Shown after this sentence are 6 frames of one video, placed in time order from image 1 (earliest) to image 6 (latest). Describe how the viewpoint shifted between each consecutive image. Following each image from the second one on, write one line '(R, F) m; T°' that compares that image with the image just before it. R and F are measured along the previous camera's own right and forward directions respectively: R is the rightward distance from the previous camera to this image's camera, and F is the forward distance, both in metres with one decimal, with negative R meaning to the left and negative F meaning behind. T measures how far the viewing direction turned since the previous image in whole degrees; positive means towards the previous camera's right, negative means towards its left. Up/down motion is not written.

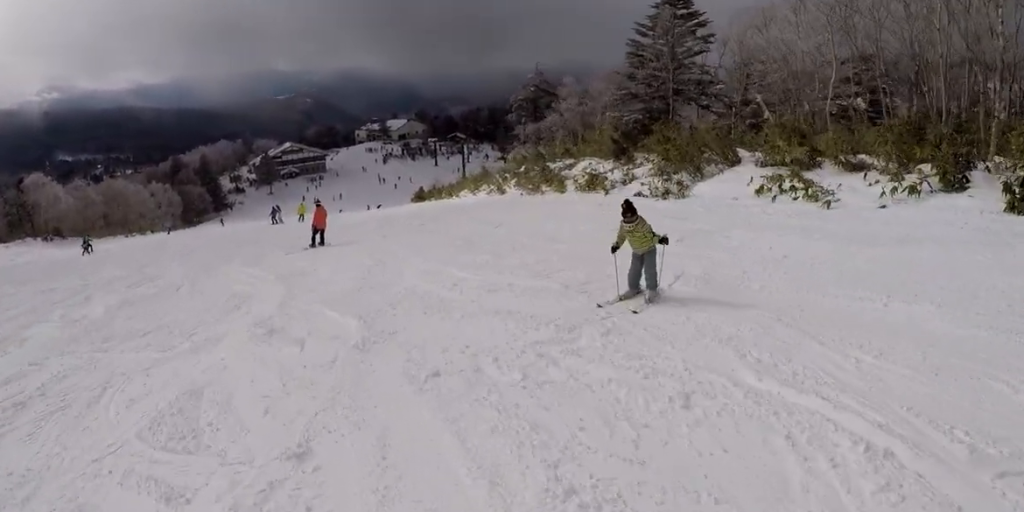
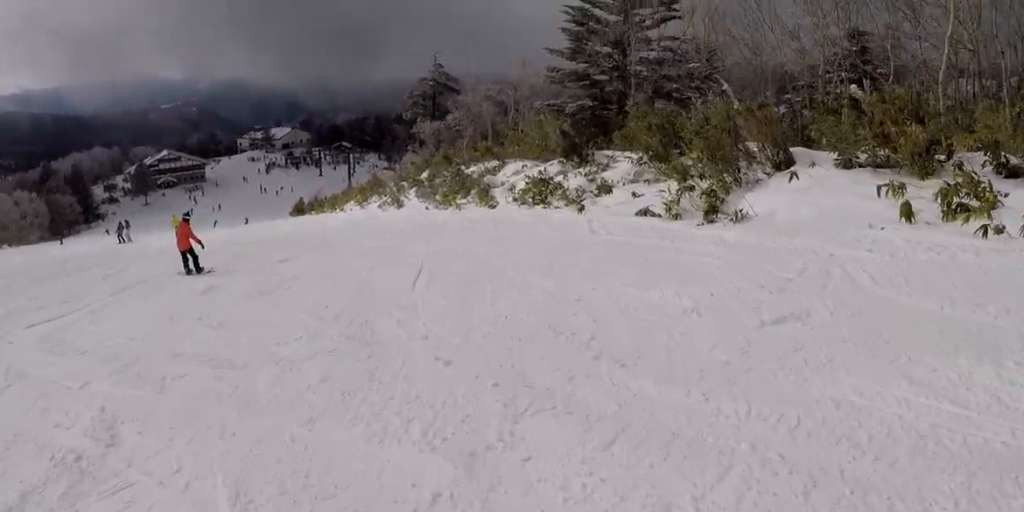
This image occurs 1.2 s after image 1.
(+0.8, +8.5) m; +10°
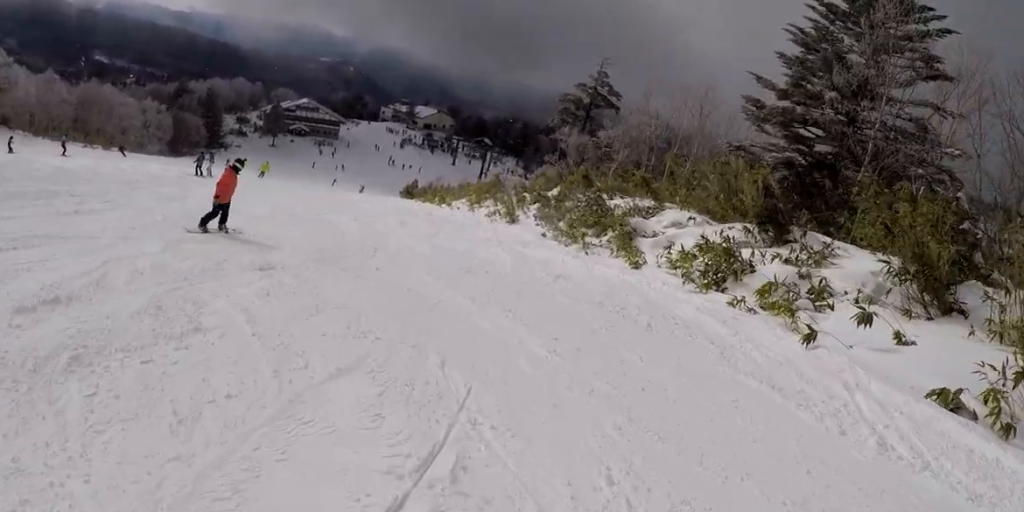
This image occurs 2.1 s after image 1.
(+0.4, +6.3) m; -4°
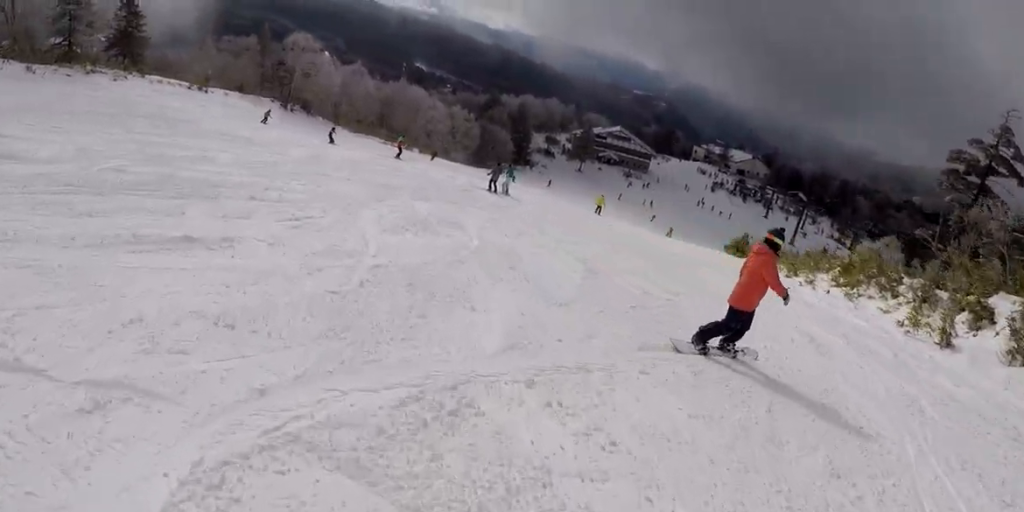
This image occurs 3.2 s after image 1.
(-1.2, +7.6) m; -26°
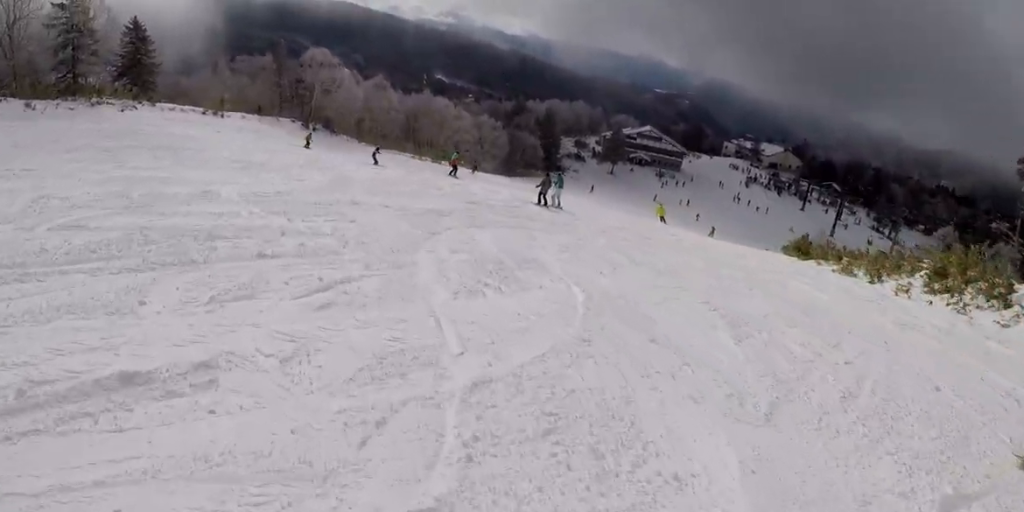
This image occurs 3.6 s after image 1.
(0.0, +2.9) m; -12°
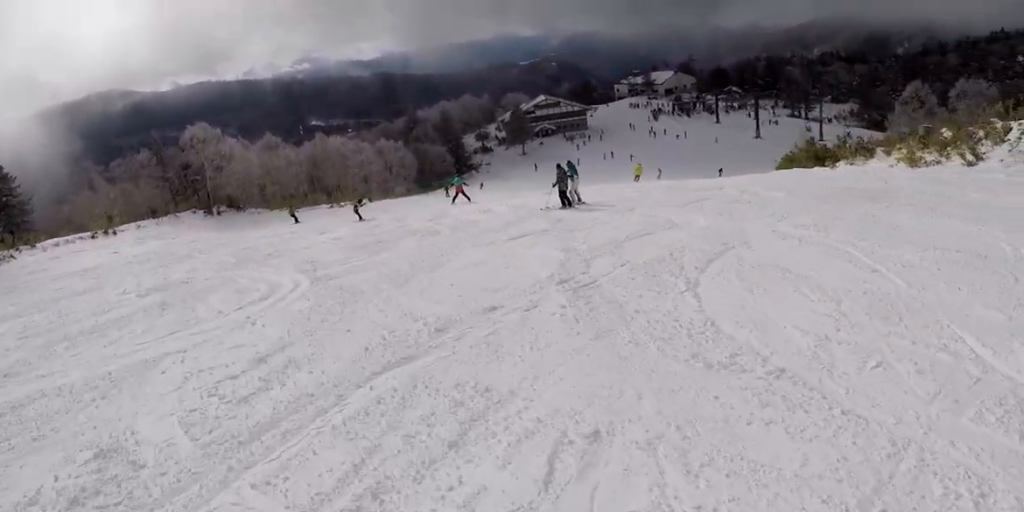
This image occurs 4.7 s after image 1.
(-1.6, +7.7) m; -3°
